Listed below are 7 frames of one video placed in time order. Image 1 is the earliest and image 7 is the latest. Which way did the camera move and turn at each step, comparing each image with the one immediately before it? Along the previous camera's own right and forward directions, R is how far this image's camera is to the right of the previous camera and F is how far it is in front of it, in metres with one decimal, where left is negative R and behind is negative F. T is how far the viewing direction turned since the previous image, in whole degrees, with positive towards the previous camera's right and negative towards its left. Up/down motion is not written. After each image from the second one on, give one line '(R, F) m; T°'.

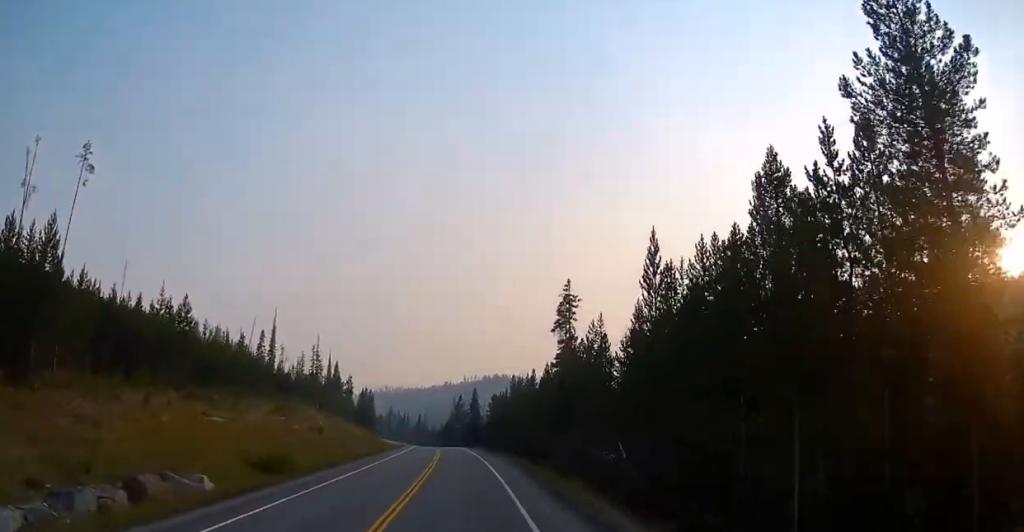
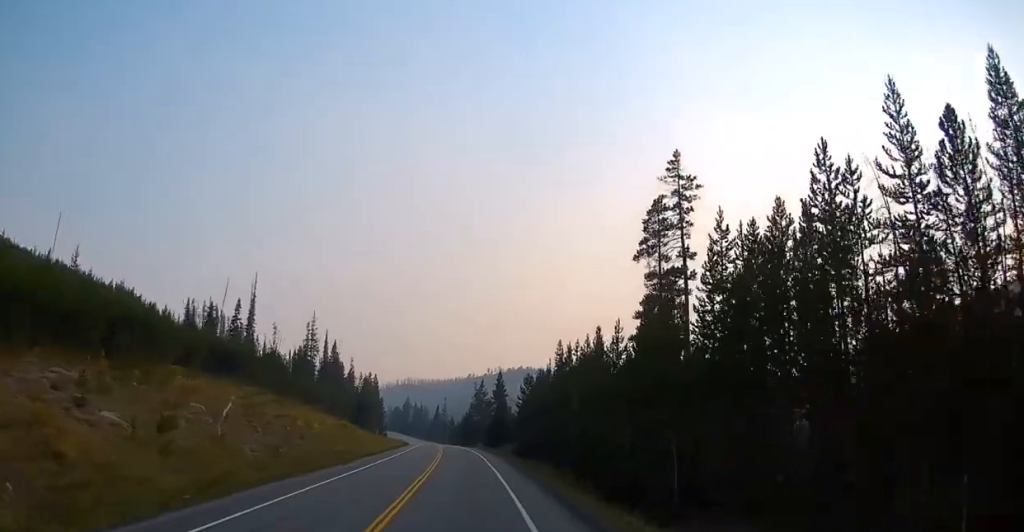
(-1.2, +36.0) m; -2°
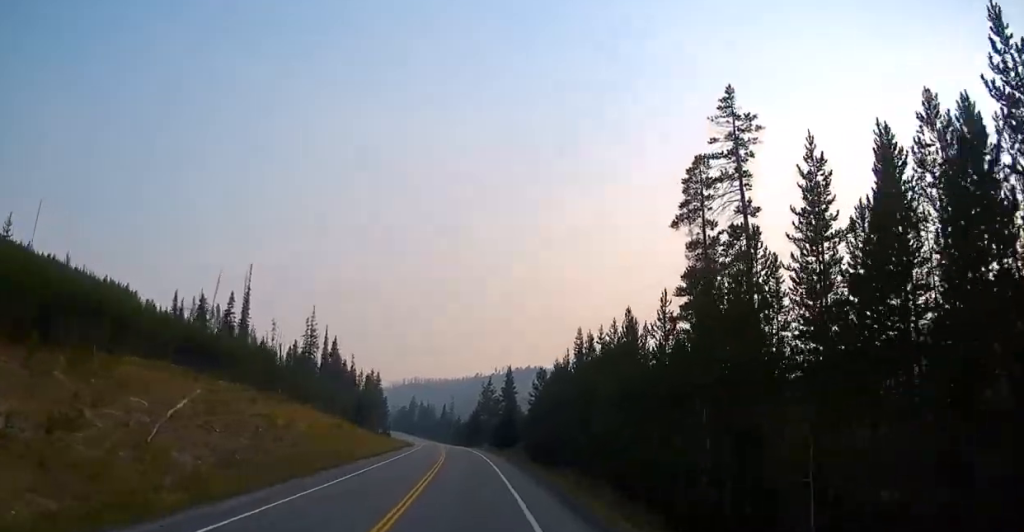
(0.0, +9.0) m; 0°
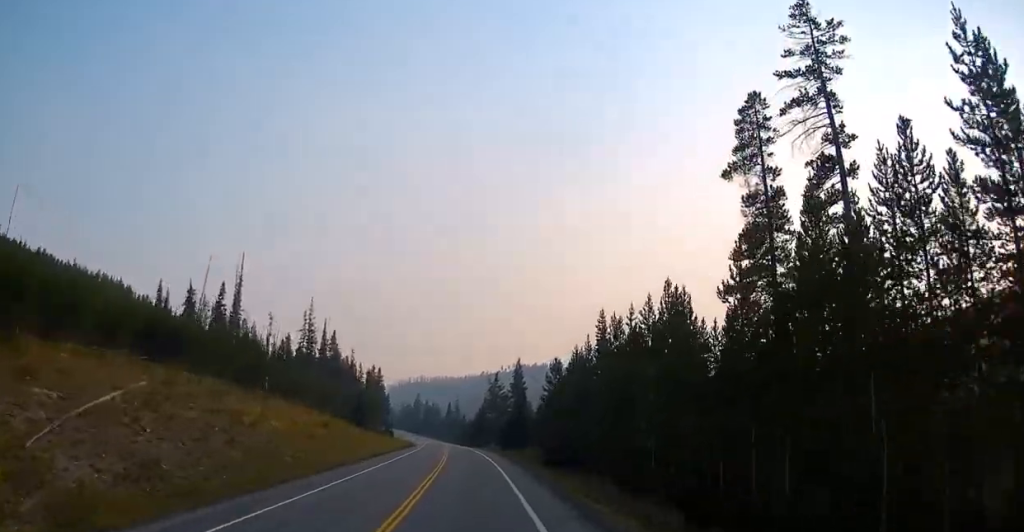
(0.0, +8.9) m; 0°
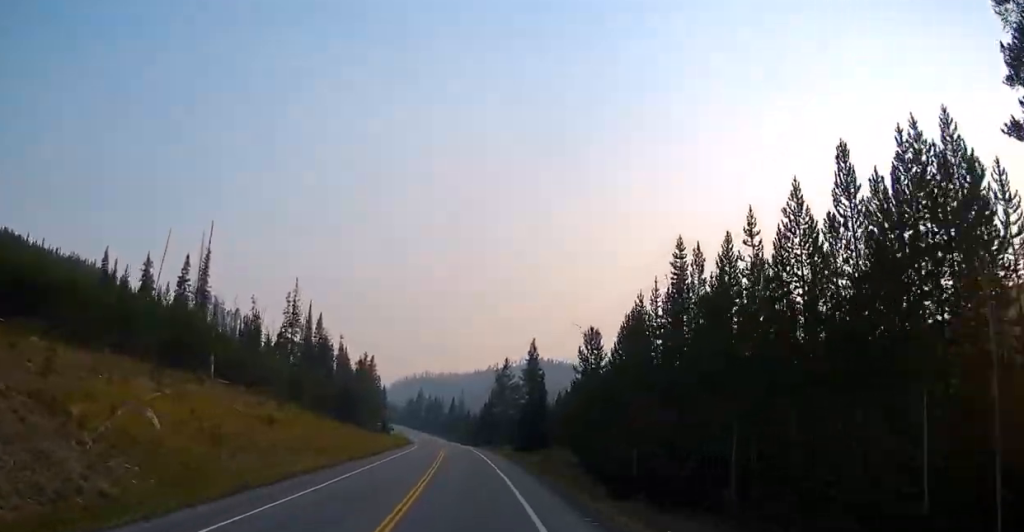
(+0.1, +20.2) m; 0°
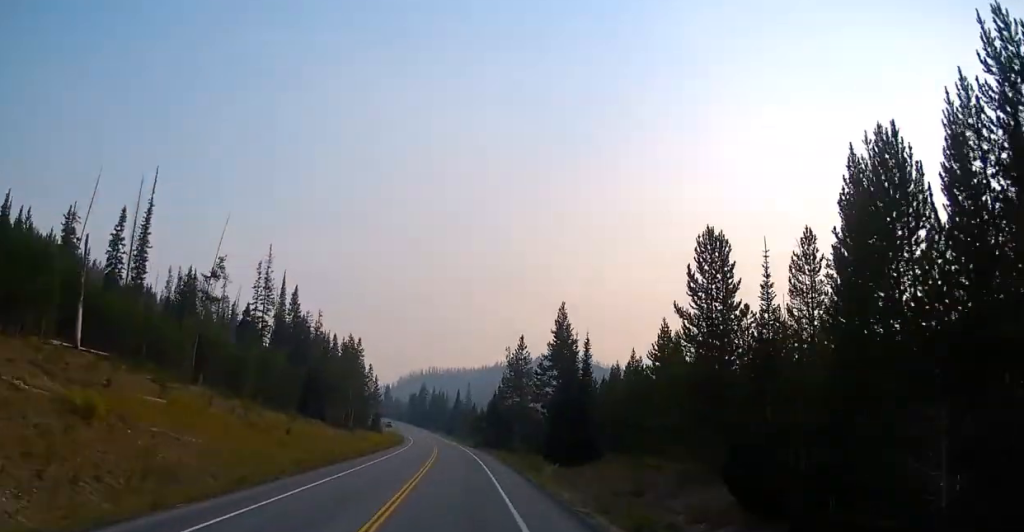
(-0.3, +26.5) m; -1°
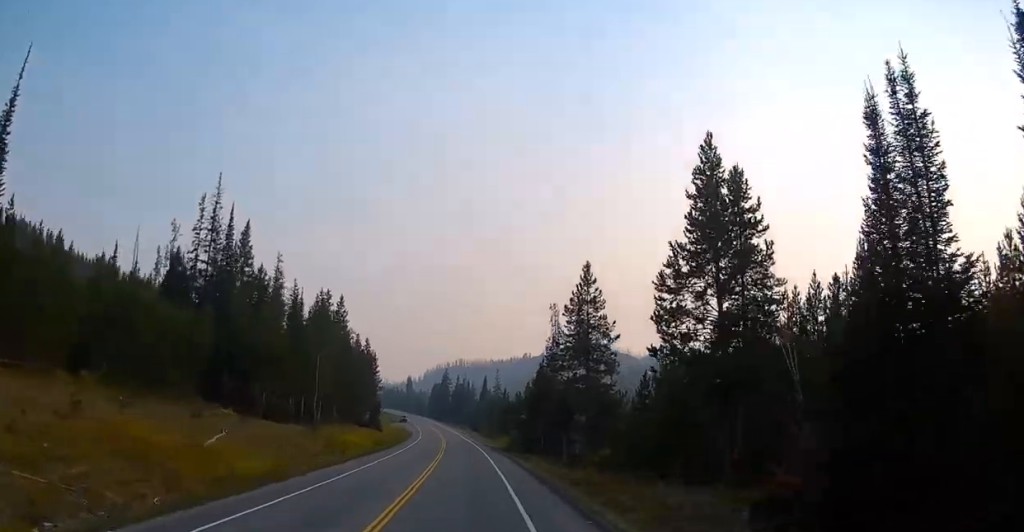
(-1.2, +37.2) m; -4°
